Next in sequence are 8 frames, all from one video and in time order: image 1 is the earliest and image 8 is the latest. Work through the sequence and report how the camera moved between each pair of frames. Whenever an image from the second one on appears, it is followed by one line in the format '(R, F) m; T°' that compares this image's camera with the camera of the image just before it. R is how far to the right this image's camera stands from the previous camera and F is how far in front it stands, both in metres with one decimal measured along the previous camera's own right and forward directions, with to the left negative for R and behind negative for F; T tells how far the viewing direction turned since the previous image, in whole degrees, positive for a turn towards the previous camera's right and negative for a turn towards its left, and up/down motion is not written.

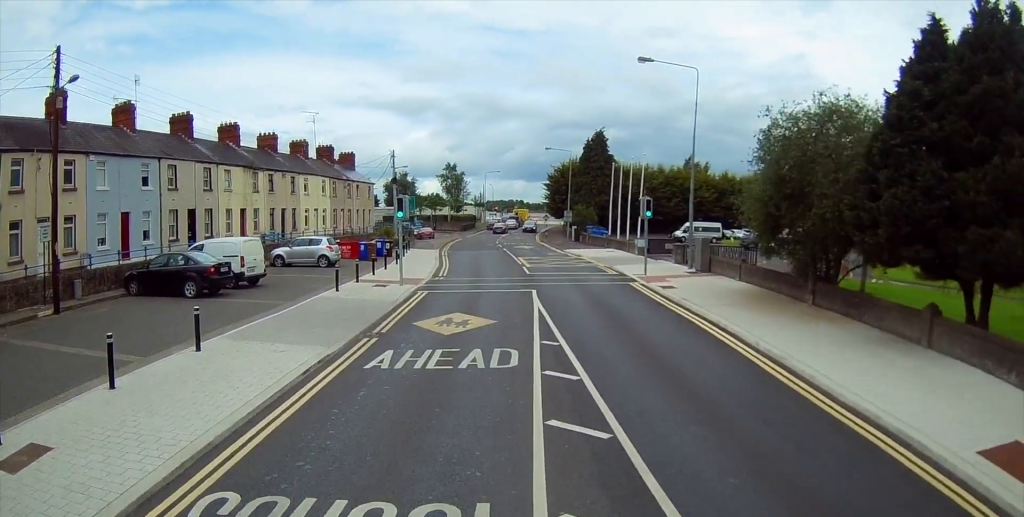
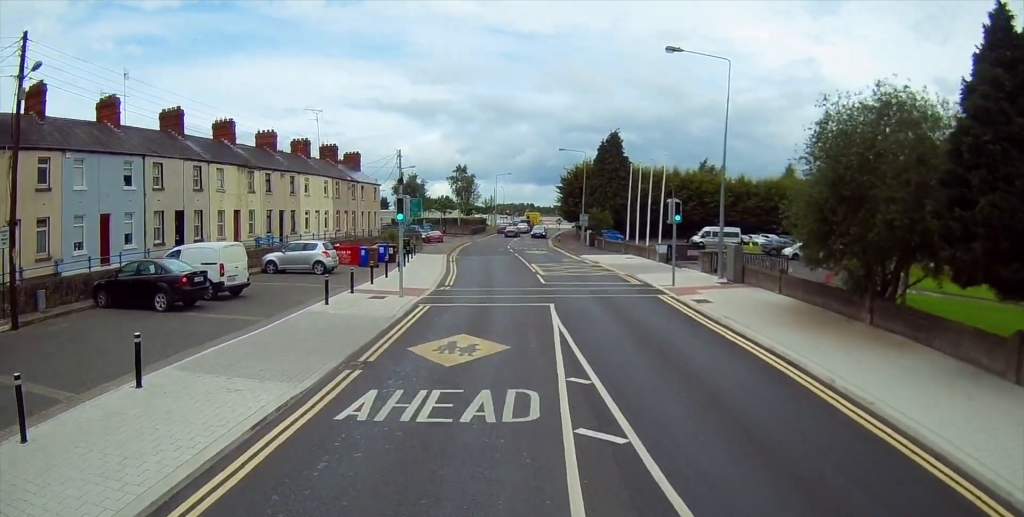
(+0.1, +2.8) m; -5°
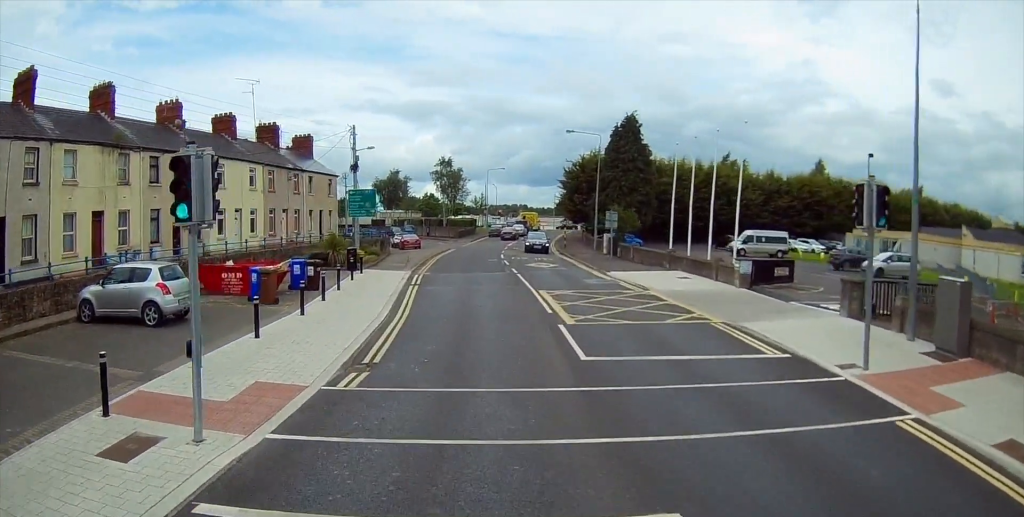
(-0.5, +13.1) m; -1°
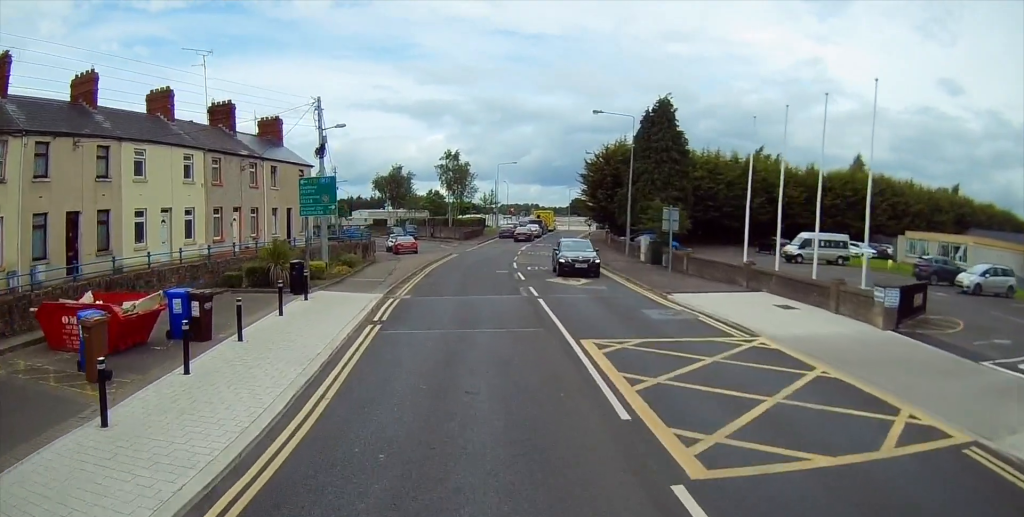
(-0.5, +9.2) m; -3°
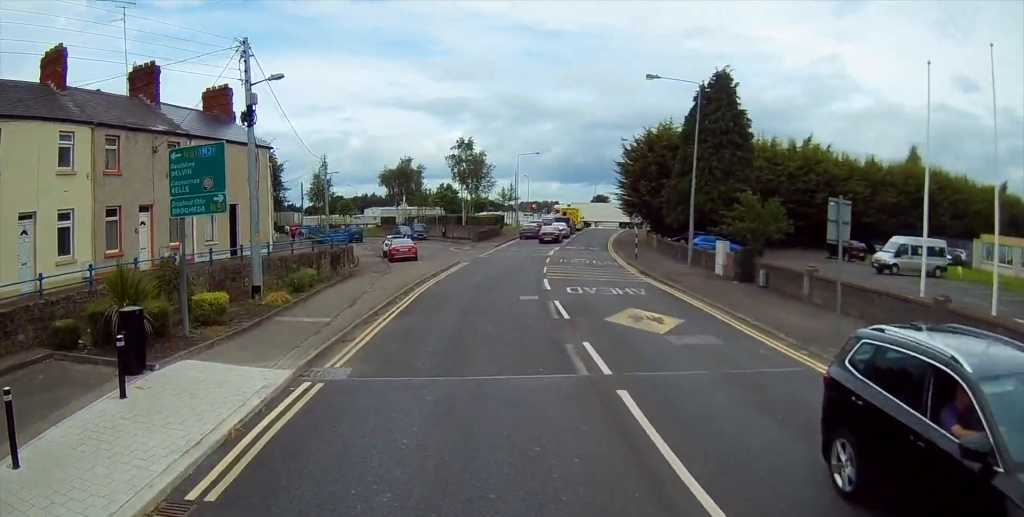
(-0.3, +10.8) m; -1°
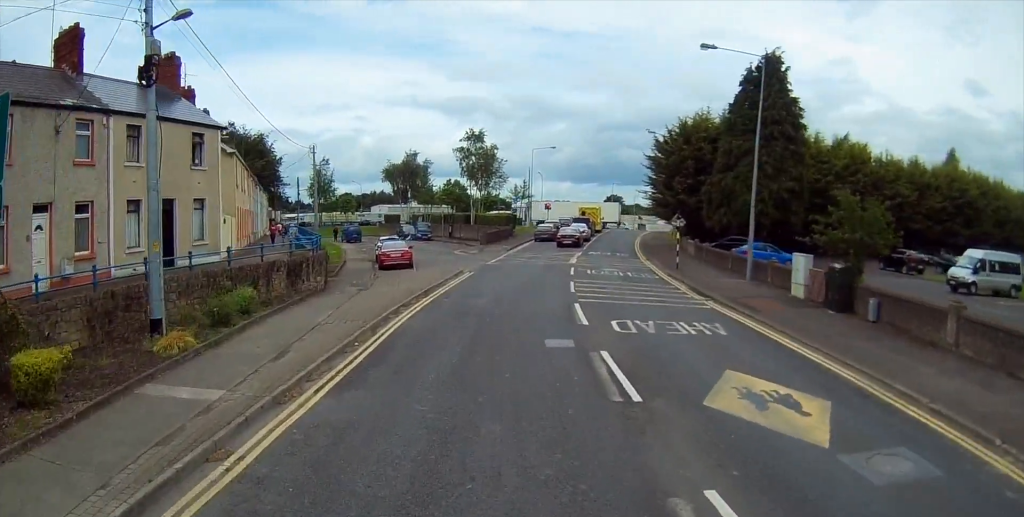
(+0.1, +7.0) m; 0°
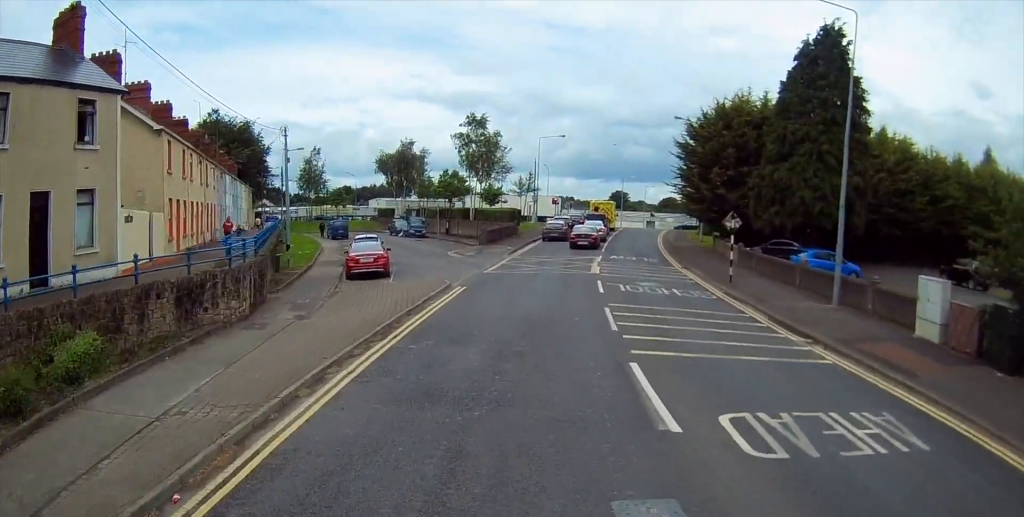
(-0.1, +7.7) m; +1°
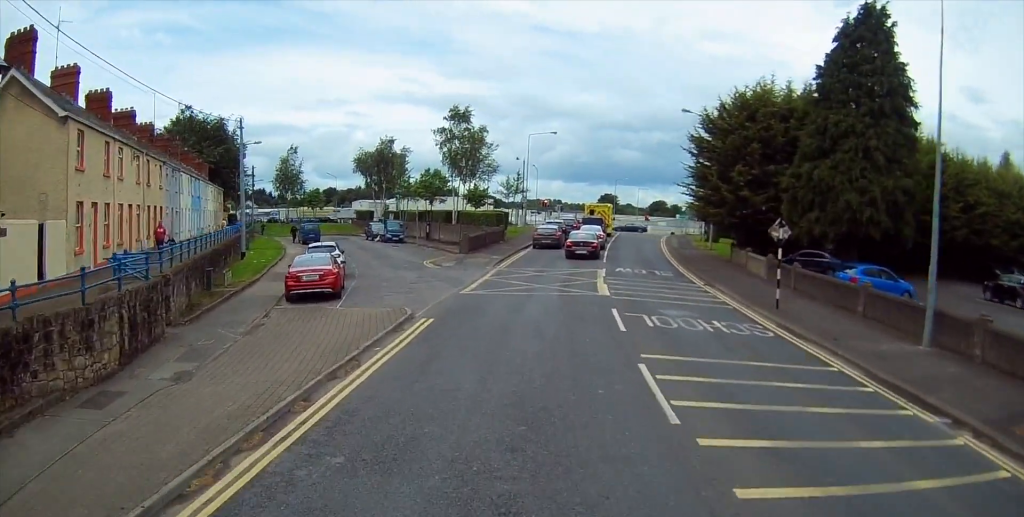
(+0.1, +6.0) m; +1°
